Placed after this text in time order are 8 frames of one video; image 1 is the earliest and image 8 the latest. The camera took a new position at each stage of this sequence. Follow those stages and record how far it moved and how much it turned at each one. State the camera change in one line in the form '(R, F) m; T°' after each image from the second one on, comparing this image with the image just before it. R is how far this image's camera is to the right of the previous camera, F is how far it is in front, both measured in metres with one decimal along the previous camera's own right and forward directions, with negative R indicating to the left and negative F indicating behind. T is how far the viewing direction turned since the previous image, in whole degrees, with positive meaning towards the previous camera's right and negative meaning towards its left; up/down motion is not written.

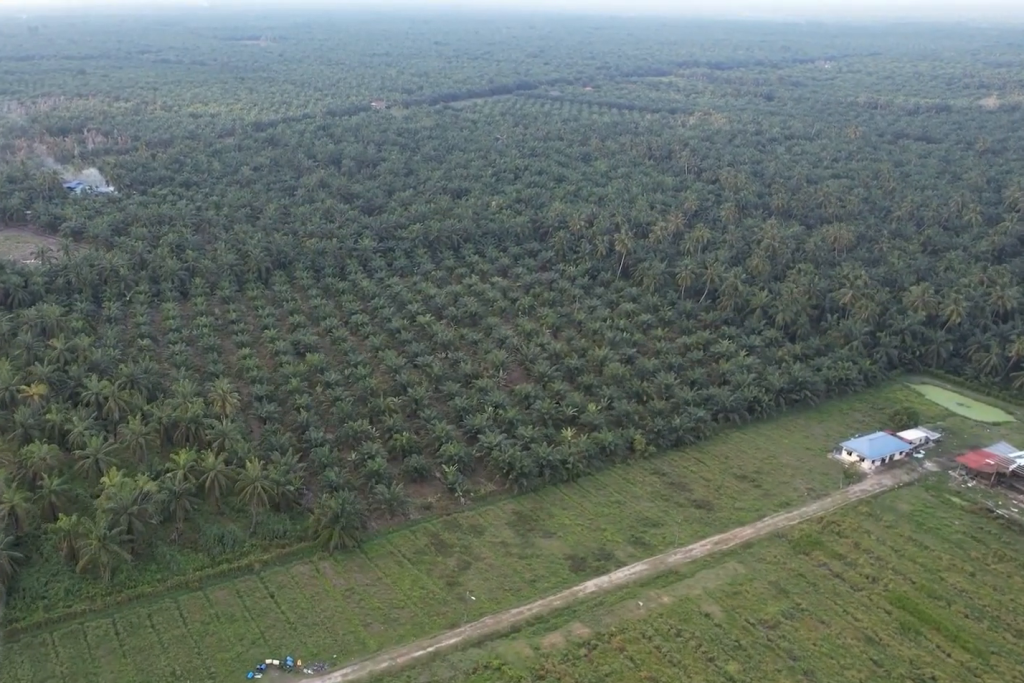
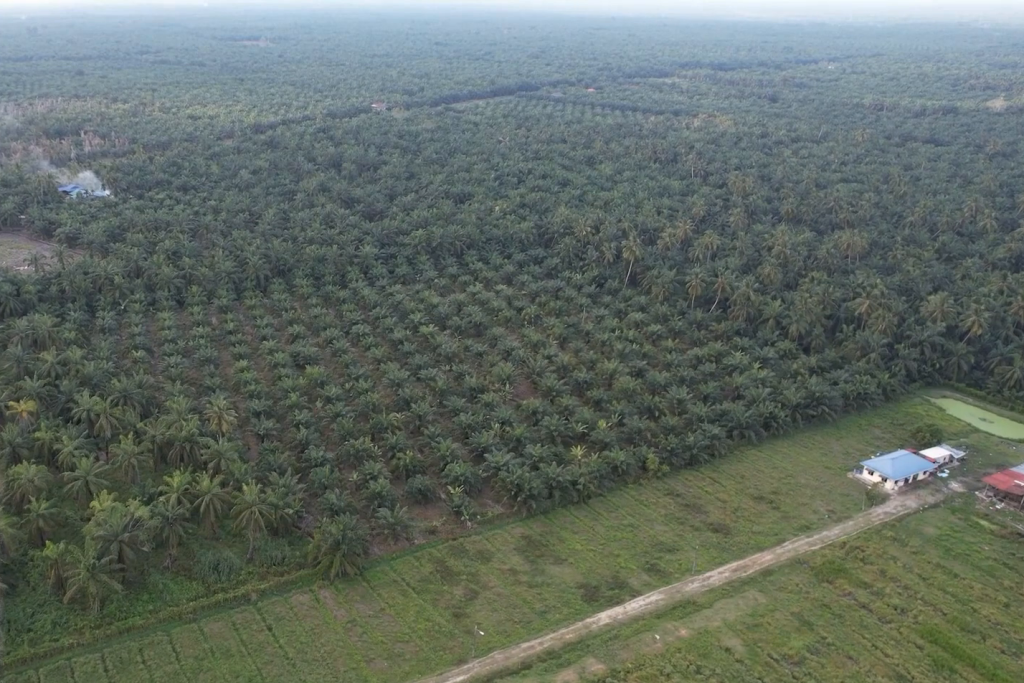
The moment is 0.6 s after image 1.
(0.0, +8.2) m; 0°
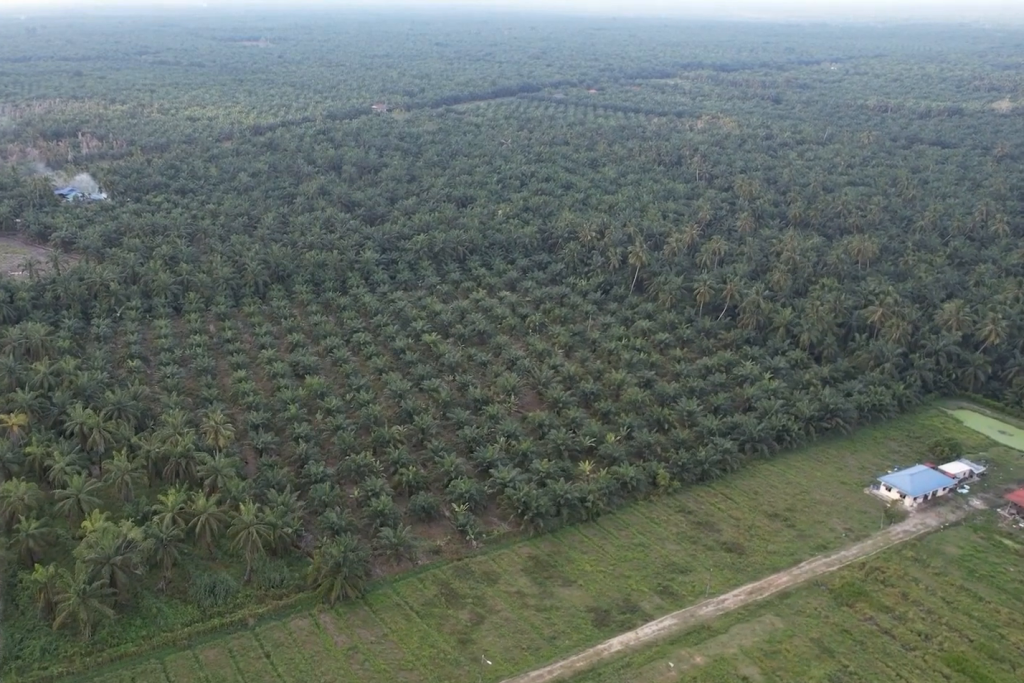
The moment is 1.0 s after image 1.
(0.0, +5.9) m; 0°
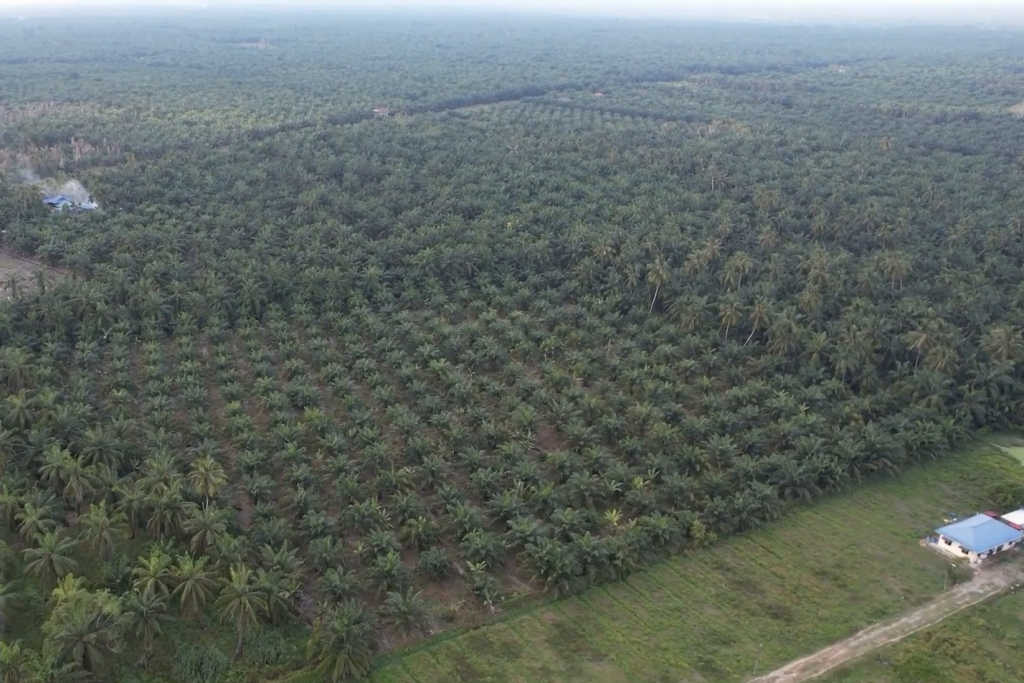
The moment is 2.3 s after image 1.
(0.0, +18.4) m; 0°
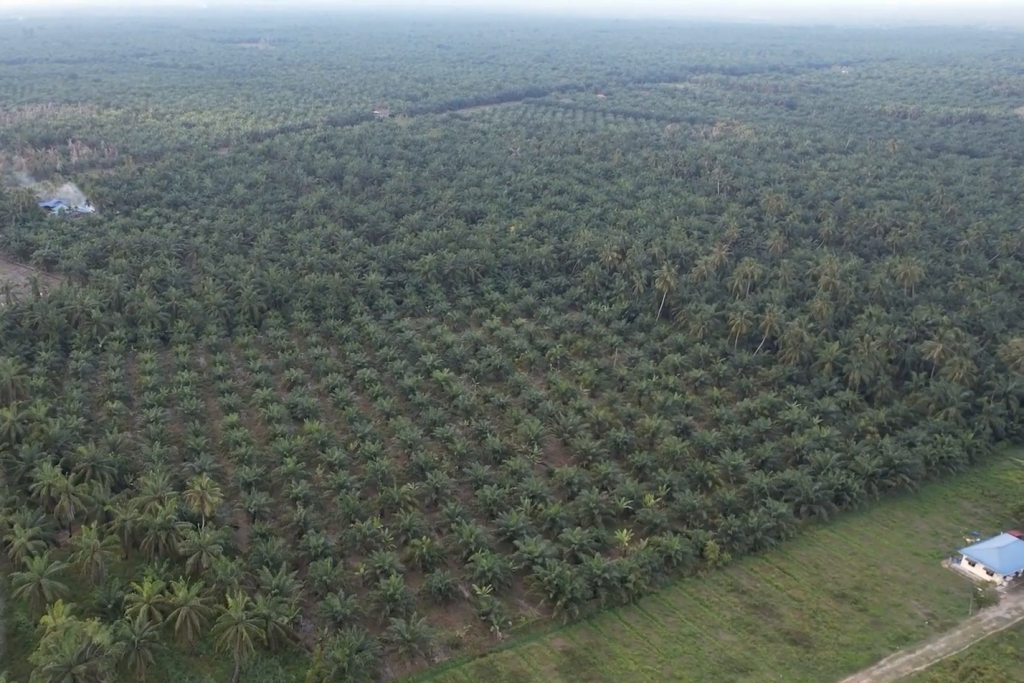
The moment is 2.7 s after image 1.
(0.0, +6.0) m; 0°
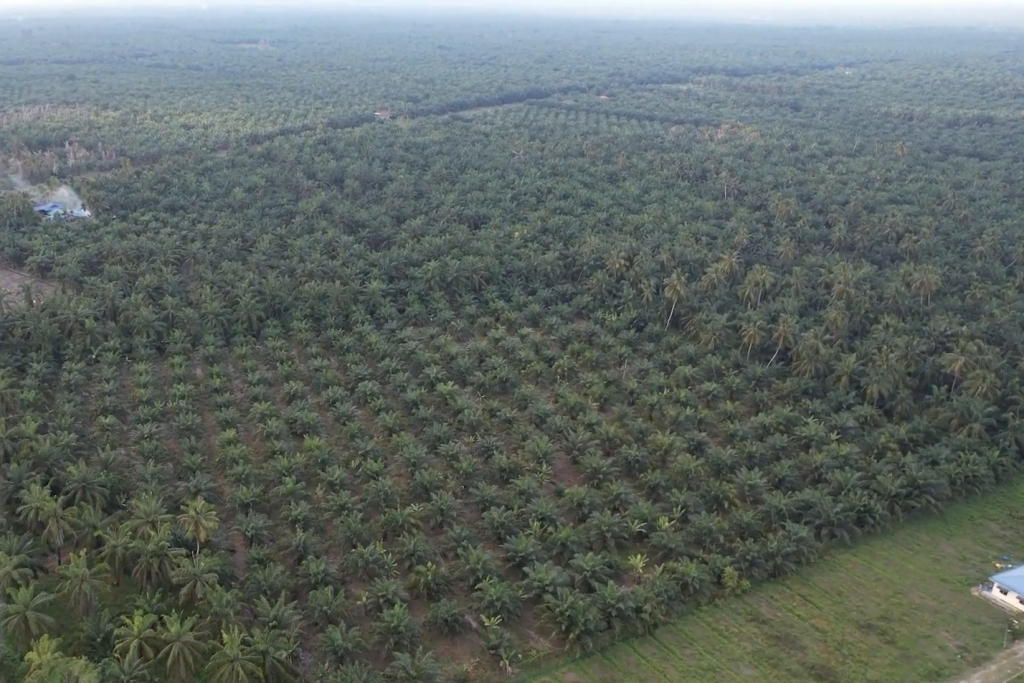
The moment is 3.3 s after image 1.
(0.0, +7.7) m; 0°
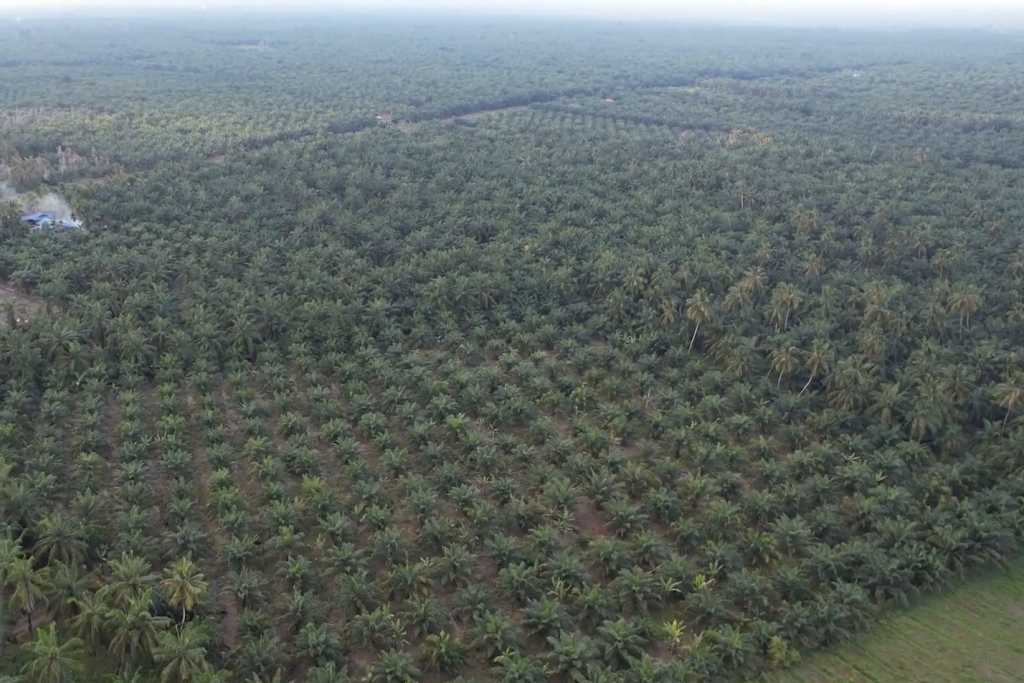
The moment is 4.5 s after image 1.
(0.0, +17.3) m; 0°
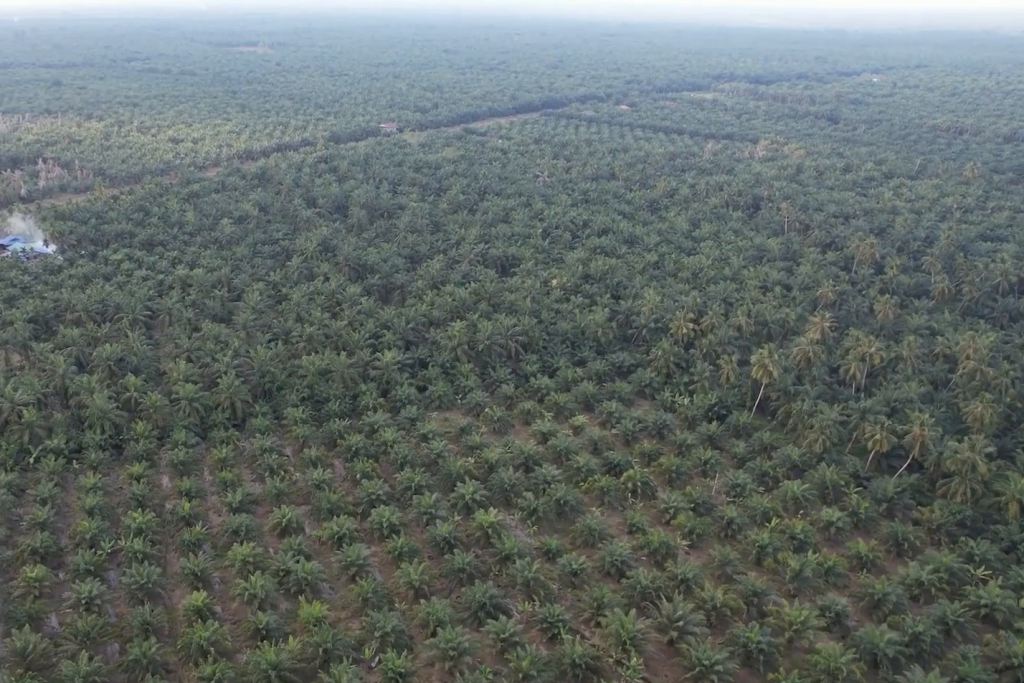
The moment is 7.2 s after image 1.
(0.0, +38.8) m; 0°
